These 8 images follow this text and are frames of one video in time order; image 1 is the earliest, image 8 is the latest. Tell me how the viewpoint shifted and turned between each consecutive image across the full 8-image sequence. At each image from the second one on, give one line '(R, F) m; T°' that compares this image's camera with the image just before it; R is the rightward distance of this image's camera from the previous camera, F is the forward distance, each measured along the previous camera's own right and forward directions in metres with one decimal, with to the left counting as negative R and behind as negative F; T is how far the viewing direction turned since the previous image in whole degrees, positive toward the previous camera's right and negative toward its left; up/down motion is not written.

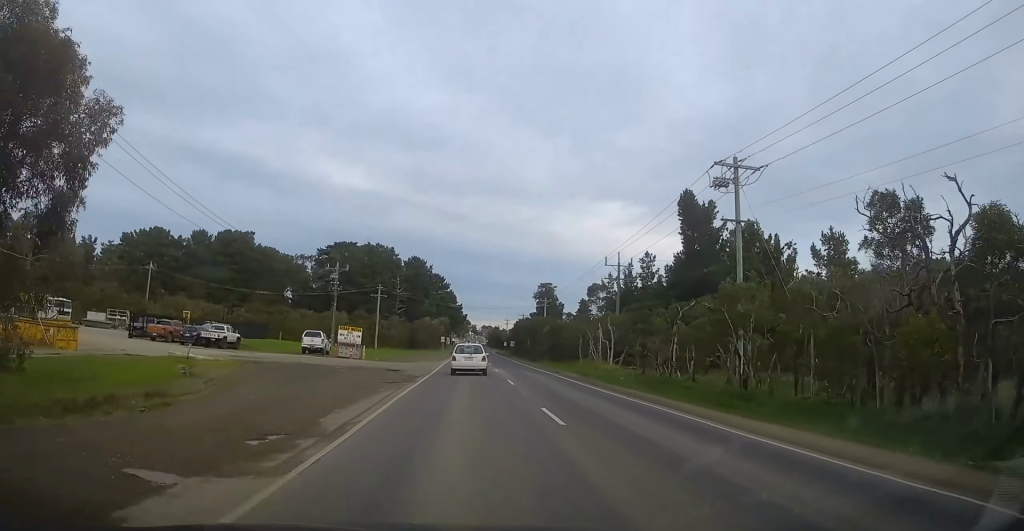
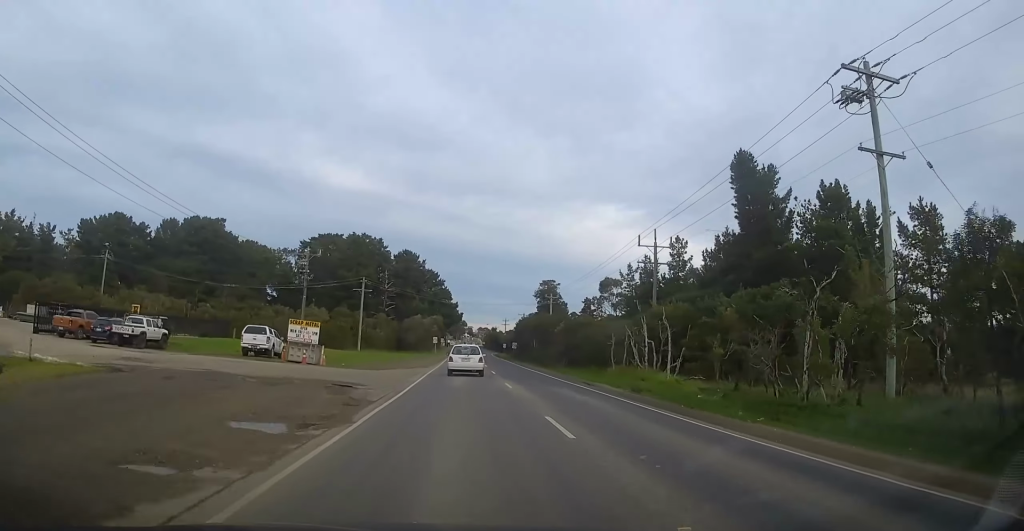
(-0.1, +12.7) m; +1°
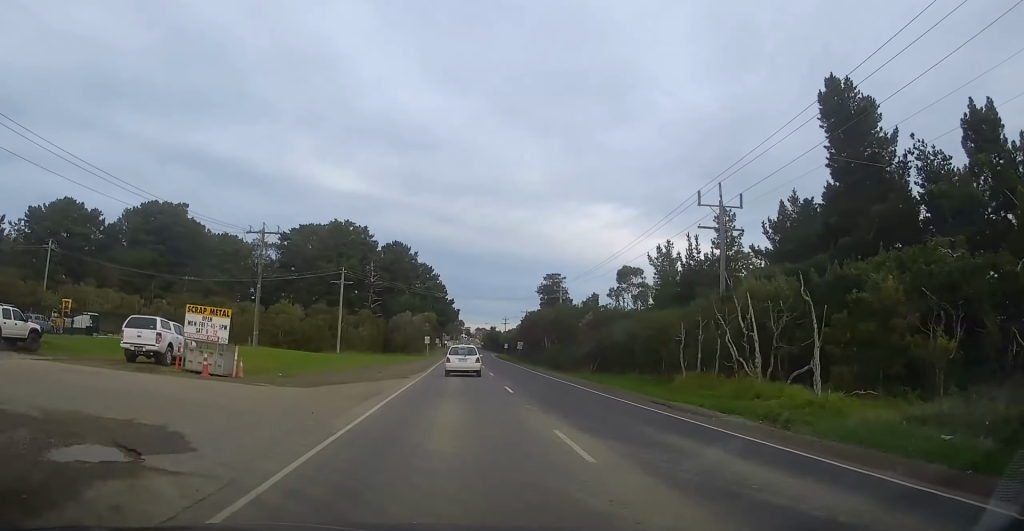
(+0.9, +14.3) m; +2°
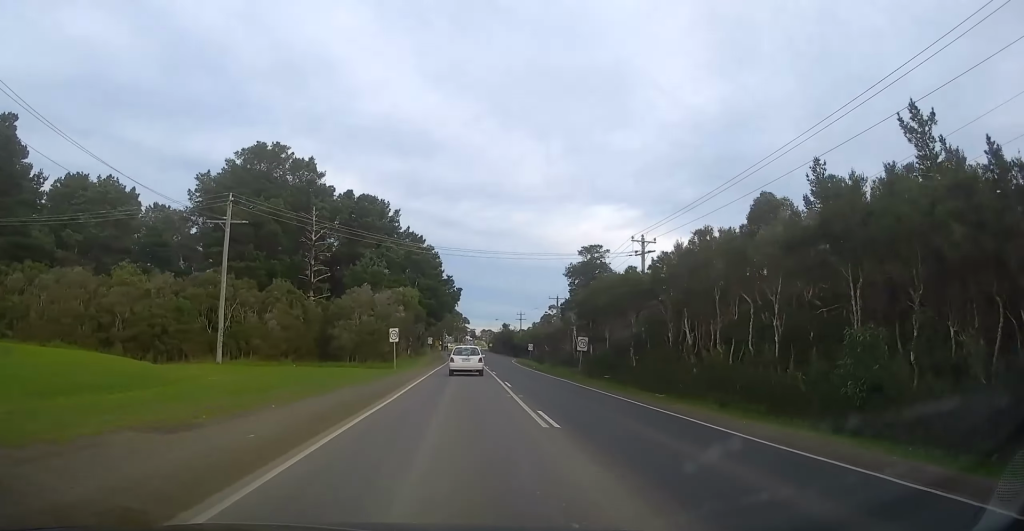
(-1.2, +41.2) m; -2°
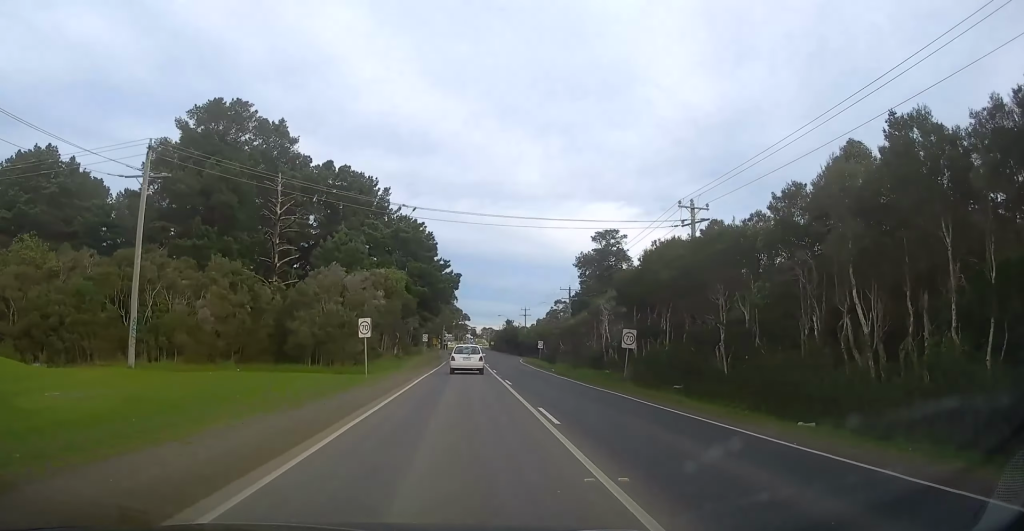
(0.0, +11.8) m; -1°
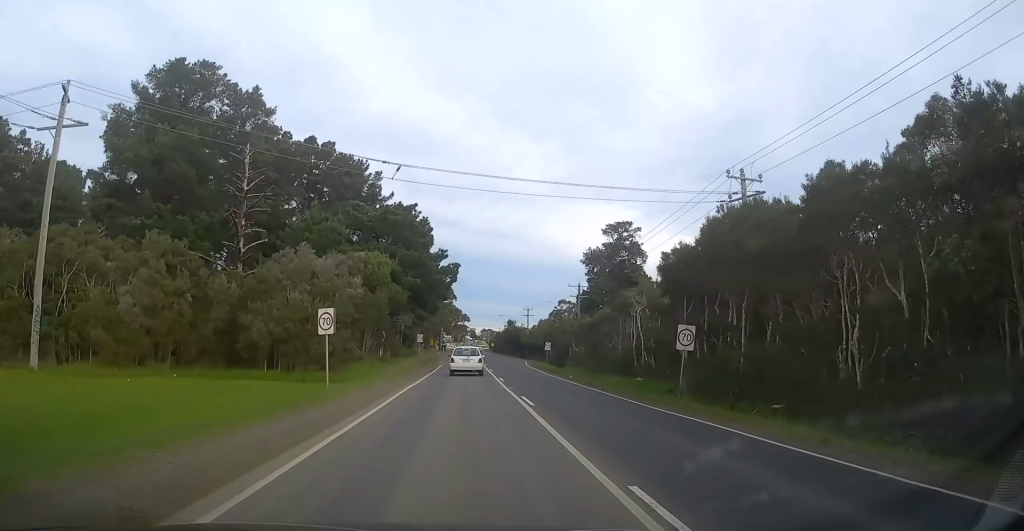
(+0.1, +8.0) m; -1°
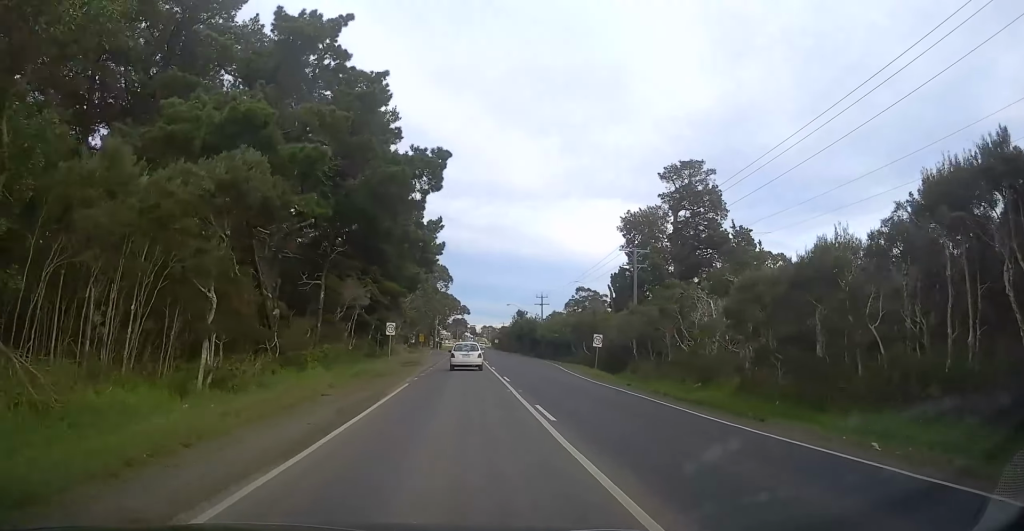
(-0.3, +26.7) m; +1°
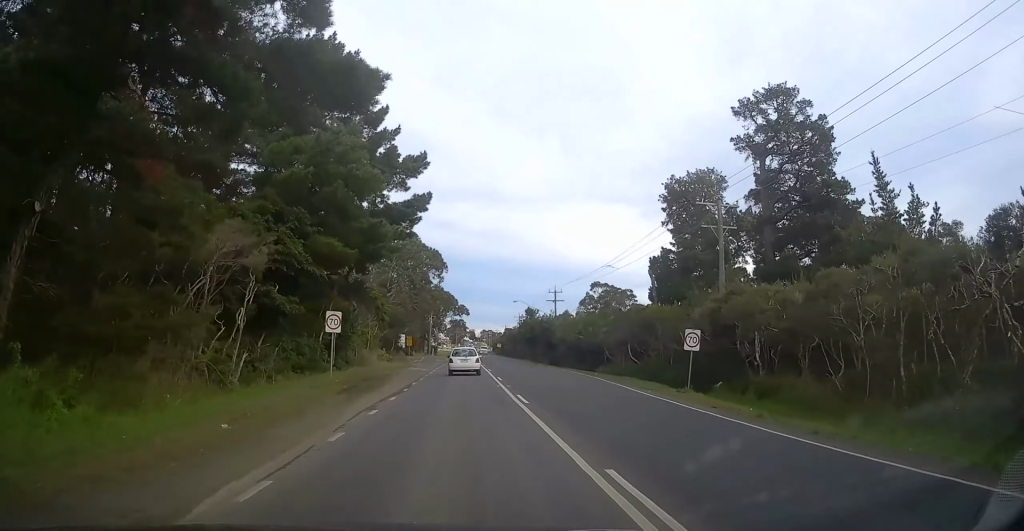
(+0.4, +18.8) m; +1°
